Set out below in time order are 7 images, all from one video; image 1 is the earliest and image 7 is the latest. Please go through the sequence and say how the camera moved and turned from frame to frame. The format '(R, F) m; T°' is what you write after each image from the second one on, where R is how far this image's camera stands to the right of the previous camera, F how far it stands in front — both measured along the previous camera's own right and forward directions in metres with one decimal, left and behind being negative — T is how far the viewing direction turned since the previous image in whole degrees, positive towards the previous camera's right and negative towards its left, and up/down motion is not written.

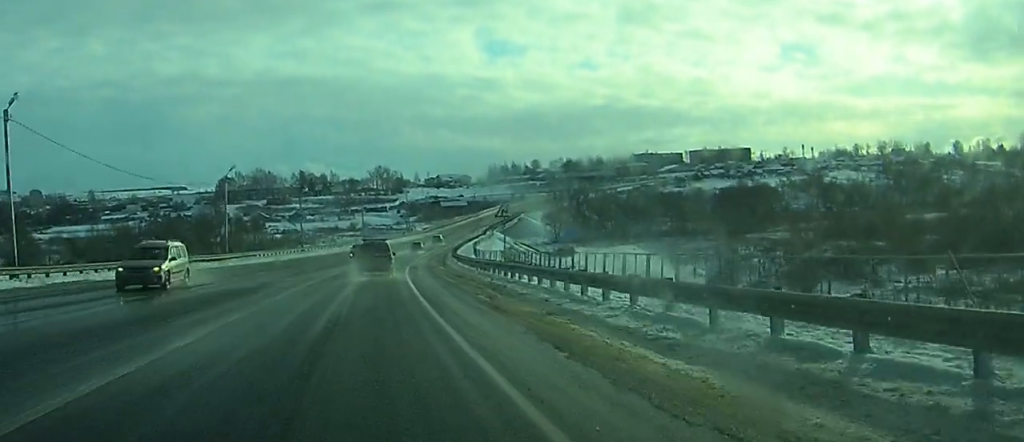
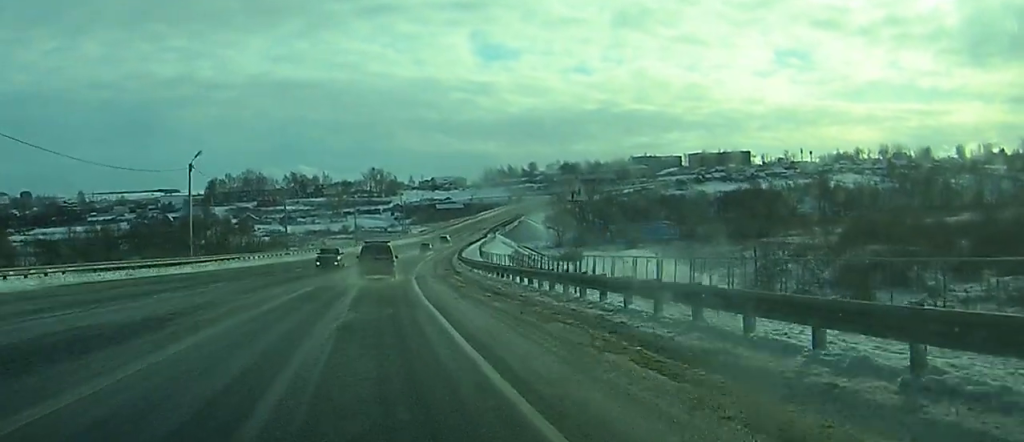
(0.0, +12.8) m; +1°
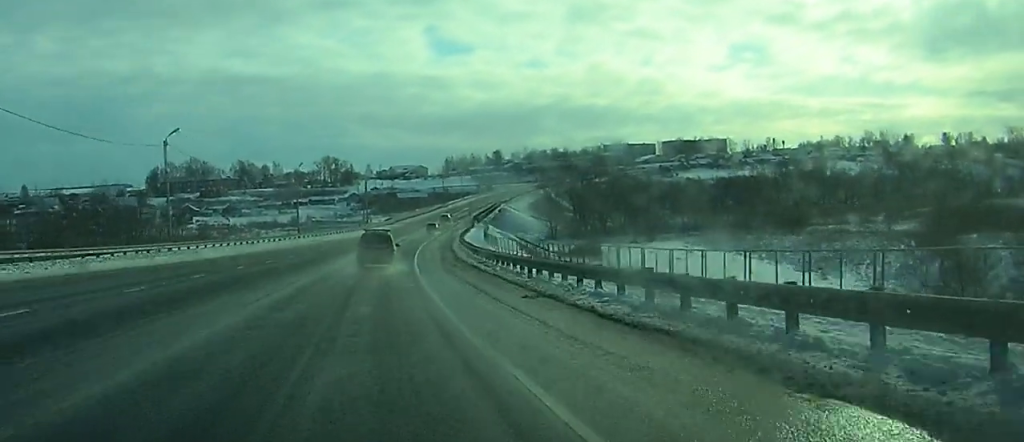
(+0.7, +42.1) m; +1°
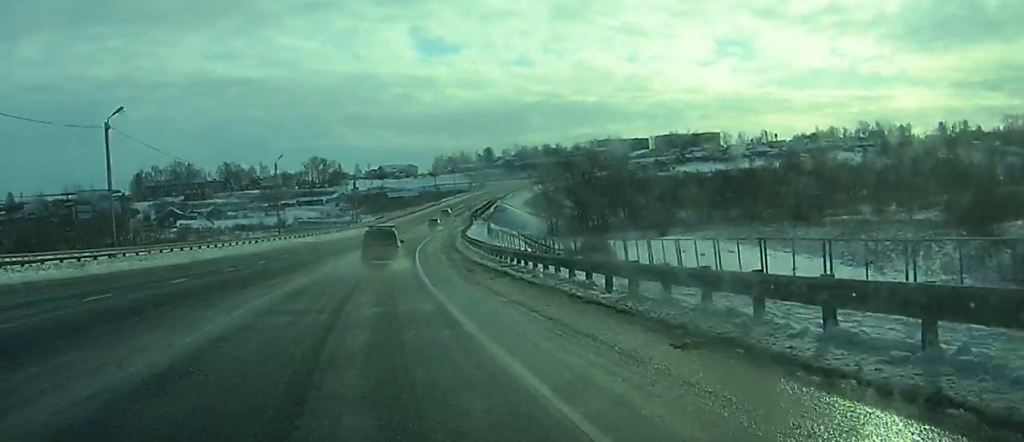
(0.0, +10.7) m; 0°
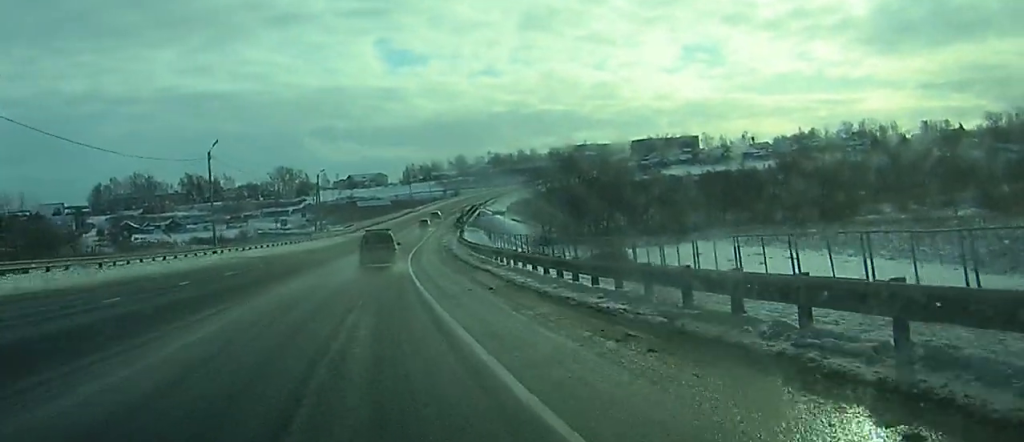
(0.0, +21.5) m; +1°
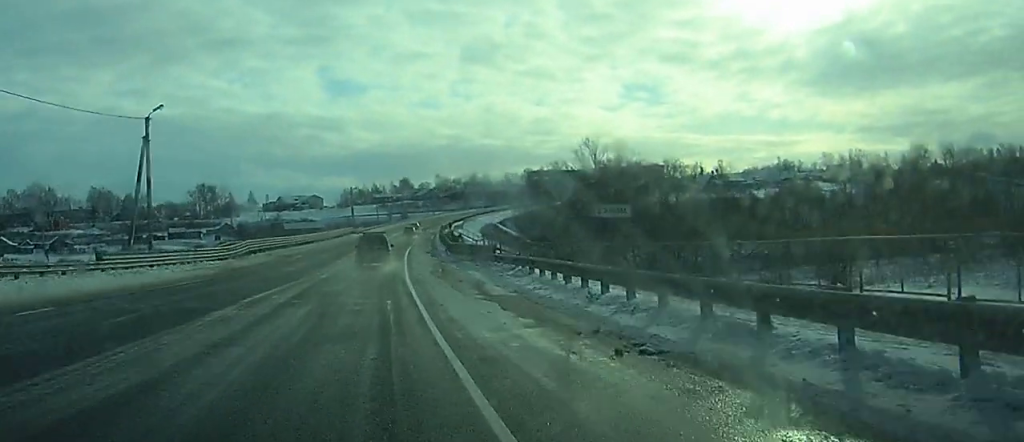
(+3.4, +59.5) m; +6°
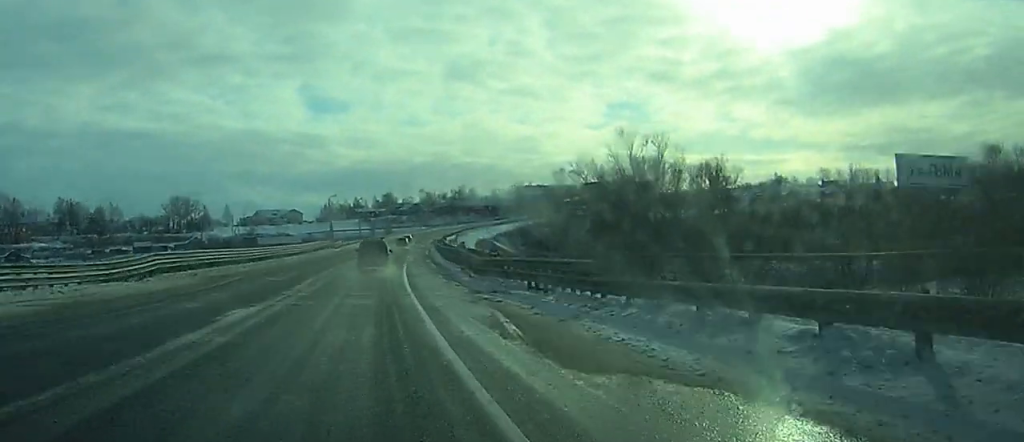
(+0.3, +20.9) m; +2°
